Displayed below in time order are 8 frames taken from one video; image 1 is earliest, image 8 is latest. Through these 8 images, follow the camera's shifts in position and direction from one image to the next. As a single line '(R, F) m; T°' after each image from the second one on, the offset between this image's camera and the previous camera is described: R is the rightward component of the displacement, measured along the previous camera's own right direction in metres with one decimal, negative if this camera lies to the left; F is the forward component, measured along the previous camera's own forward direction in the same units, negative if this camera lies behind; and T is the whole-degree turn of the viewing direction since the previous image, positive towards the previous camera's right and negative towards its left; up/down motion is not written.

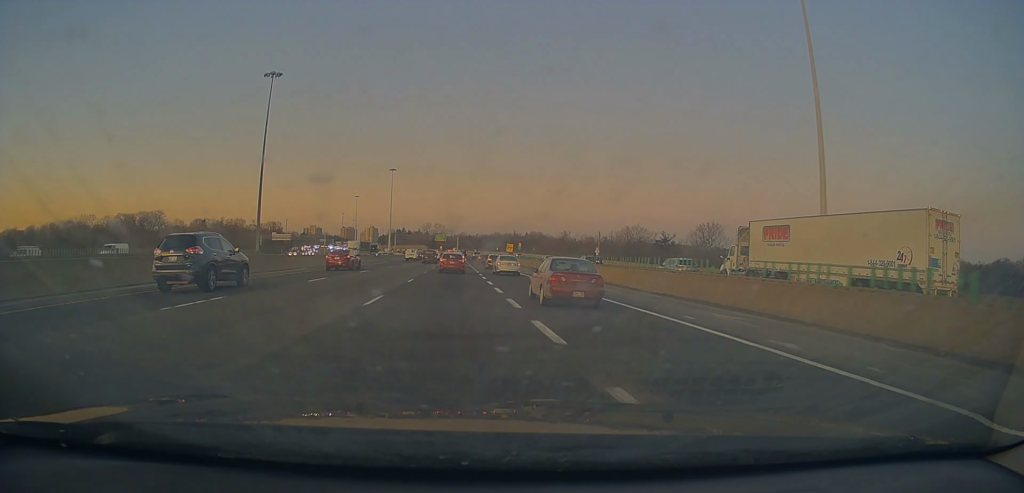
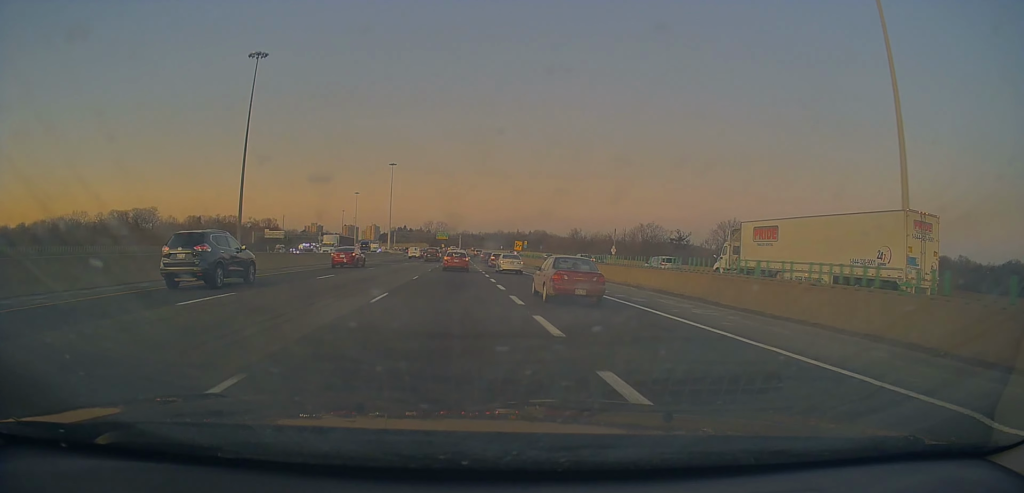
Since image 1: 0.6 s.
(+0.5, +11.0) m; 0°
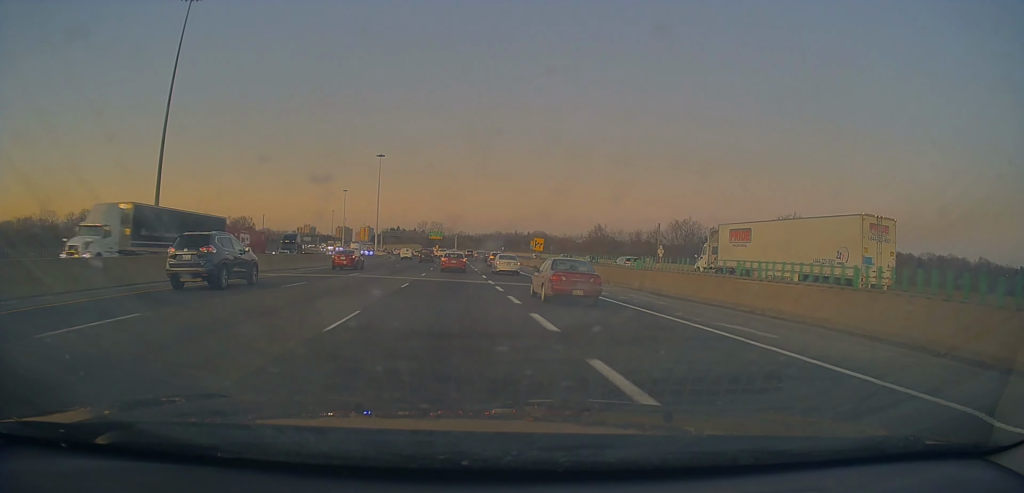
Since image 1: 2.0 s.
(-0.3, +28.1) m; -1°
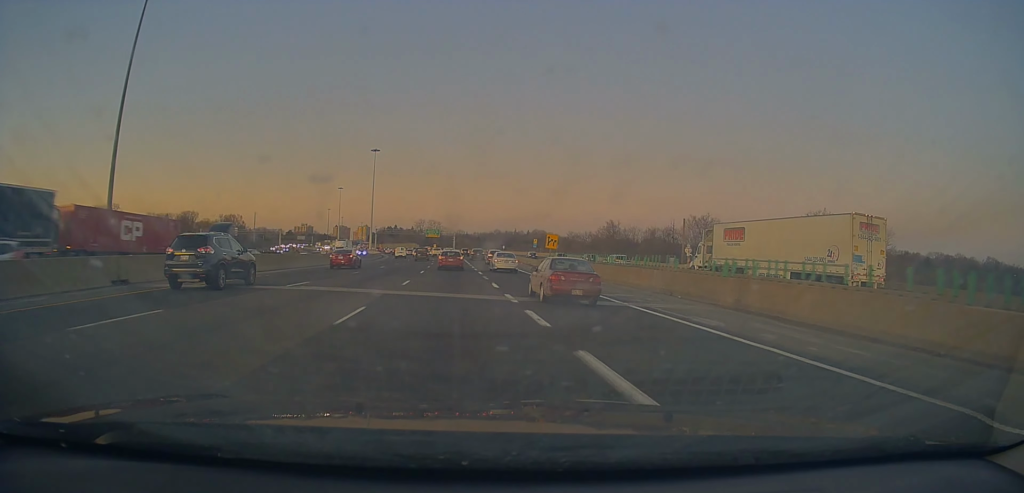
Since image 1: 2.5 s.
(+0.1, +10.7) m; 0°
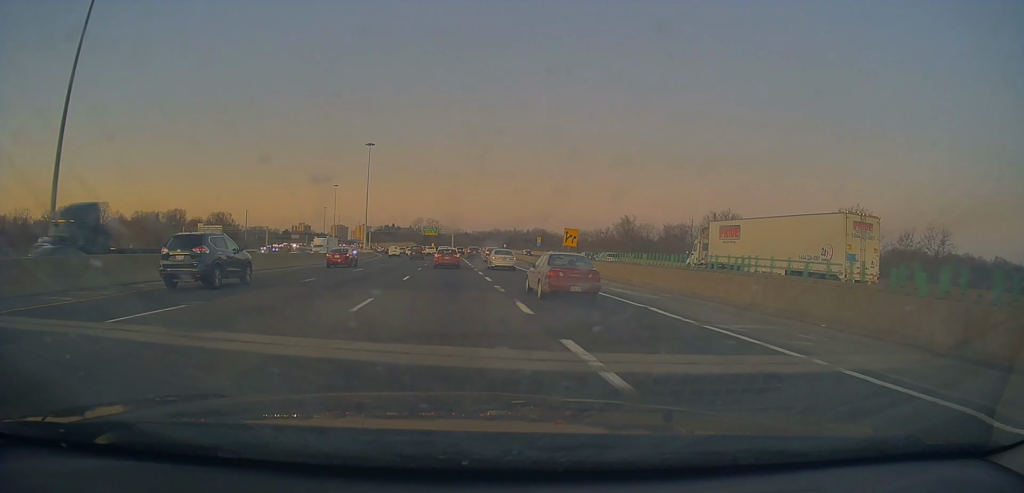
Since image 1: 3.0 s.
(0.0, +10.1) m; 0°
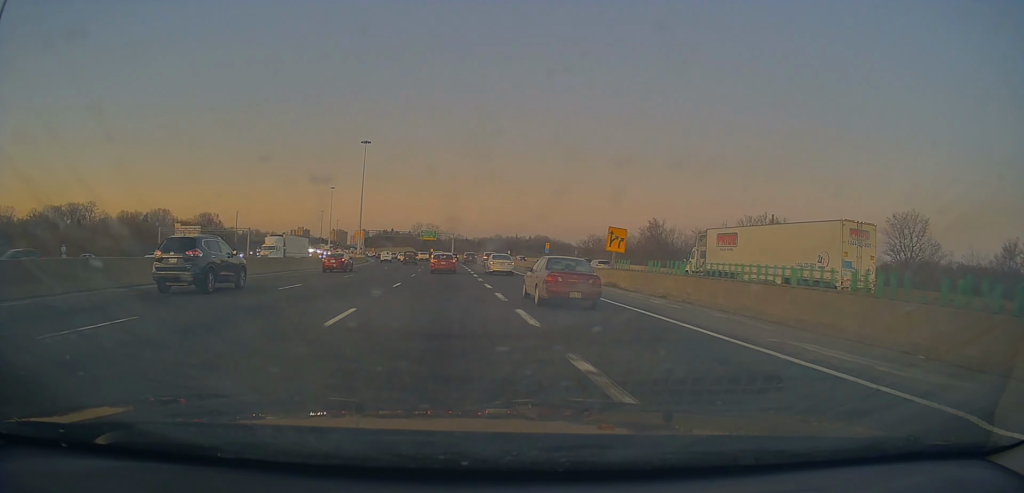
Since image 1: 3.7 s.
(0.0, +14.0) m; -1°
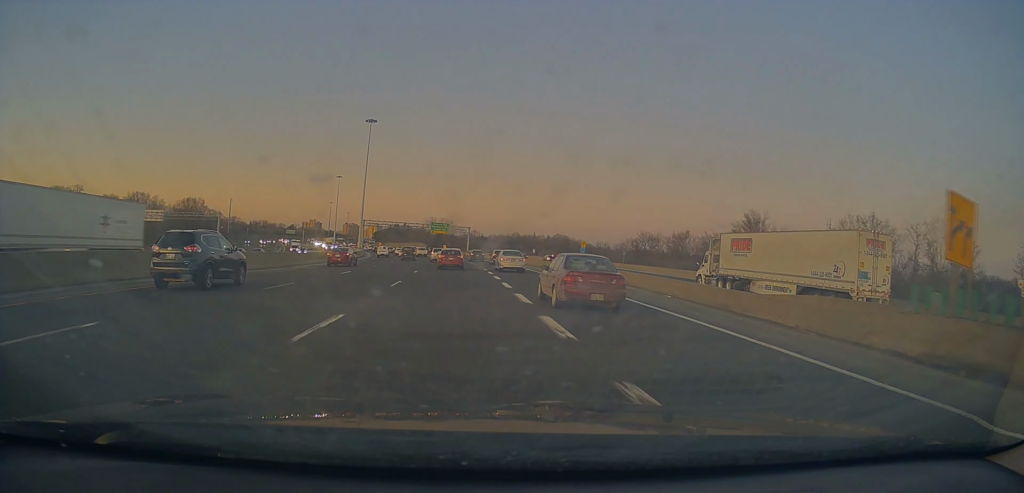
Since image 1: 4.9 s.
(-0.6, +25.8) m; 0°
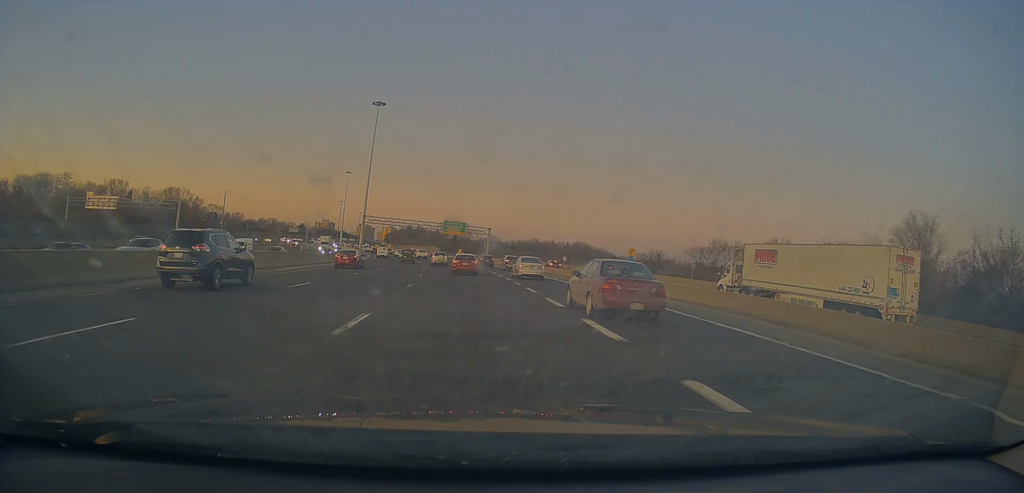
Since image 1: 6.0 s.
(+0.6, +23.5) m; -1°
